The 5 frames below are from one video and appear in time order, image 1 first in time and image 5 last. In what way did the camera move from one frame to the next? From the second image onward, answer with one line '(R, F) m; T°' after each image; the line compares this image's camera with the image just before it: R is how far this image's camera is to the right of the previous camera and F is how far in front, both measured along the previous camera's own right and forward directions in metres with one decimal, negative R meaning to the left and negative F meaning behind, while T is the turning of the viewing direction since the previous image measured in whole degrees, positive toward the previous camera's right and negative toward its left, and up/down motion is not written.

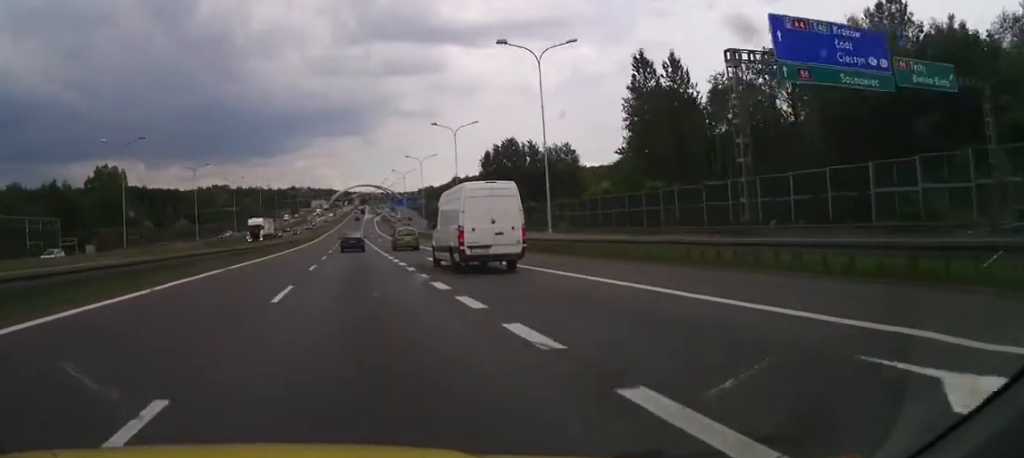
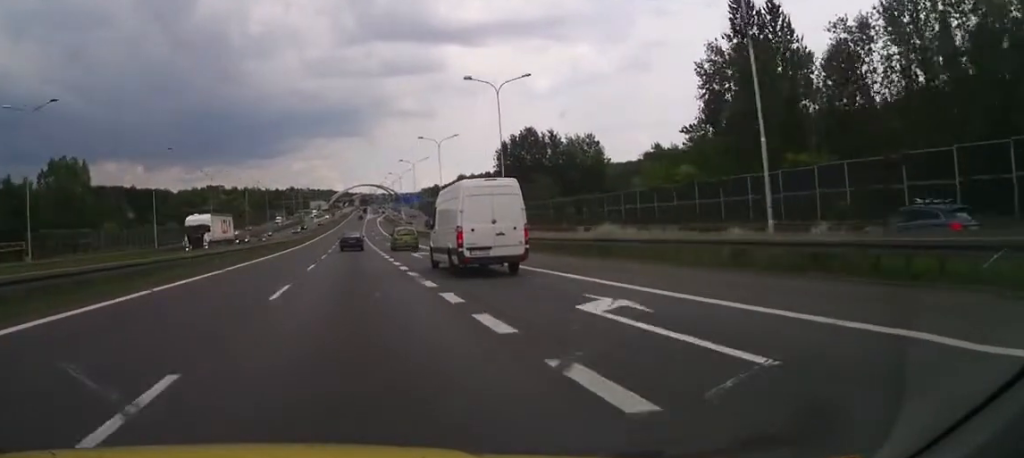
(+0.3, +22.7) m; 0°
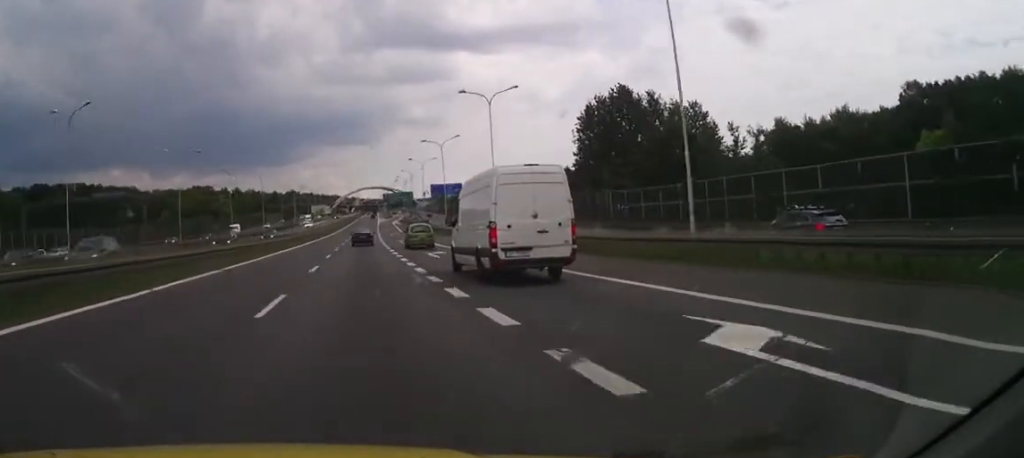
(-1.0, +63.3) m; -1°
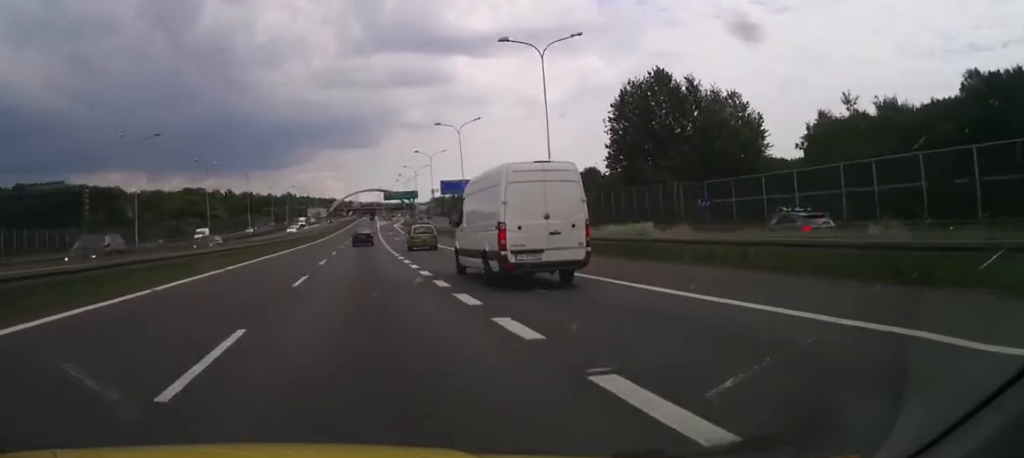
(0.0, +17.4) m; +1°
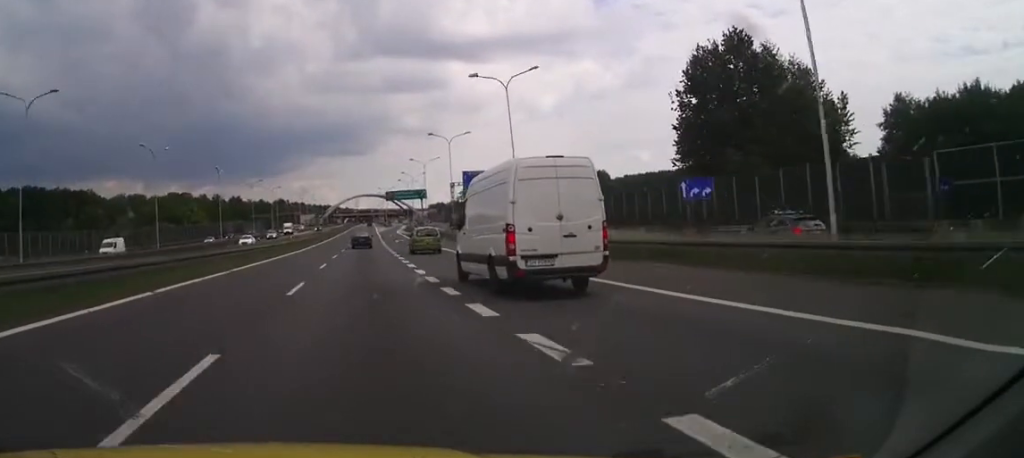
(+0.3, +25.6) m; 0°
